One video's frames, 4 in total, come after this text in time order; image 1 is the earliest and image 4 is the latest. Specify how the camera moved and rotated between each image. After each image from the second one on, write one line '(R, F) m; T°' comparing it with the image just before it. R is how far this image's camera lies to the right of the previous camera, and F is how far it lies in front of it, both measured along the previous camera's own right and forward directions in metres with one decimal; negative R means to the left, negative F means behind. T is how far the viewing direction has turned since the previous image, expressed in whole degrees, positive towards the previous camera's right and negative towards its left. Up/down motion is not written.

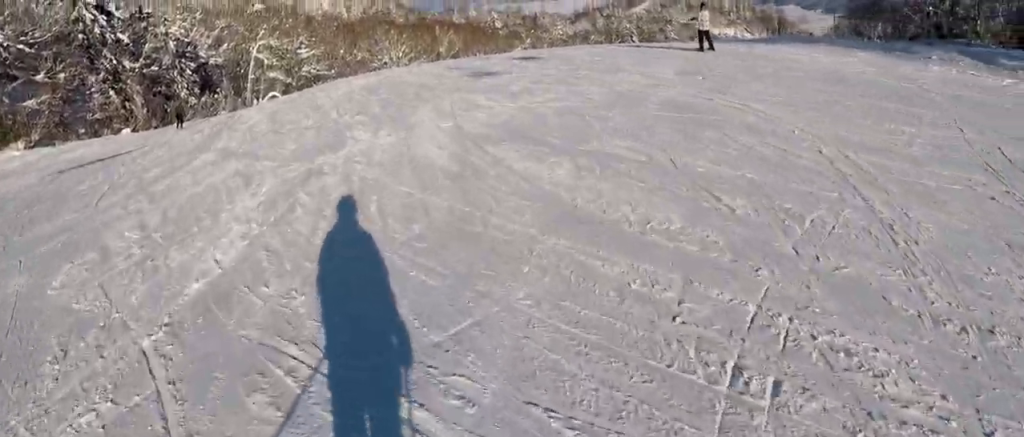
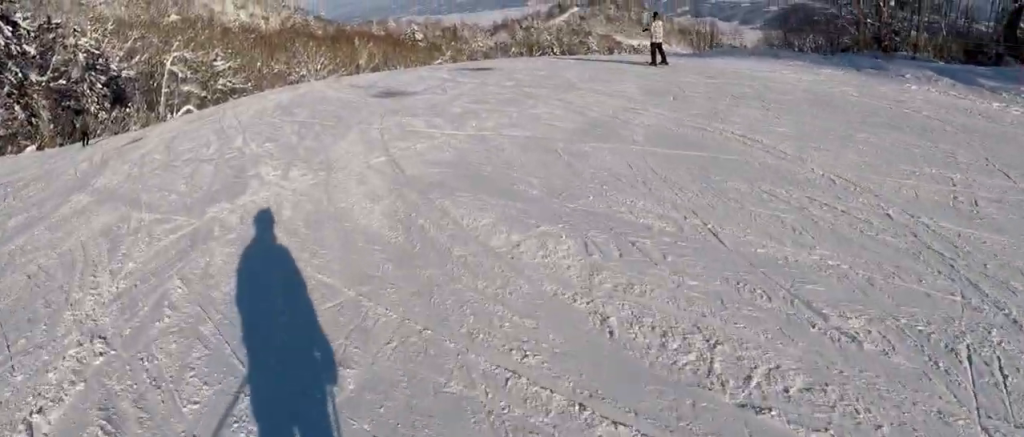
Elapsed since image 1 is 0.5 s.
(0.0, +2.3) m; 0°
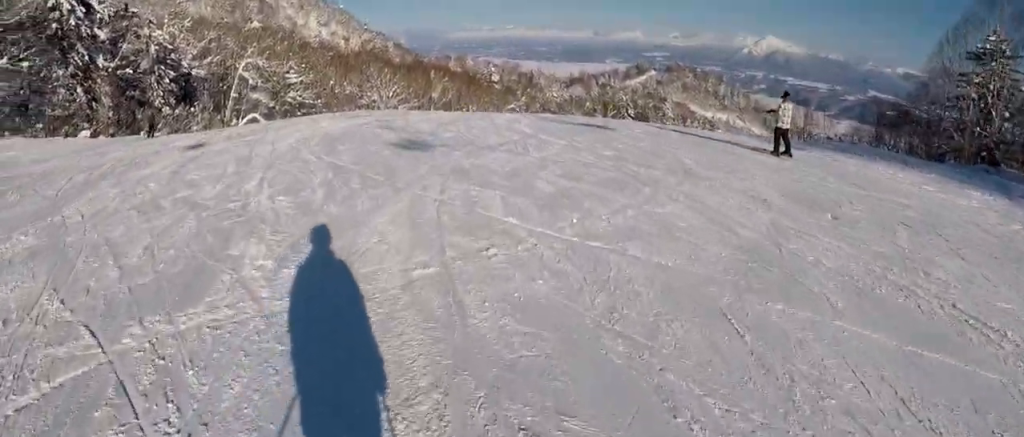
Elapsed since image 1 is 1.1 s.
(0.0, +3.1) m; -4°
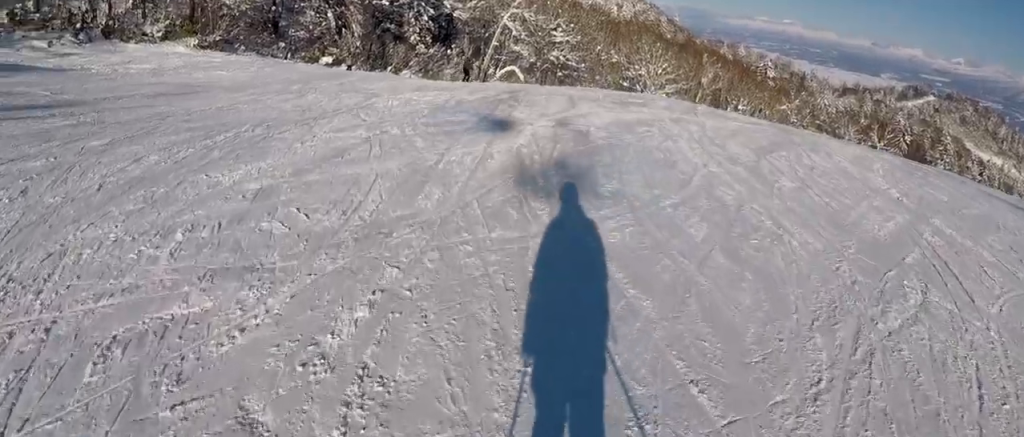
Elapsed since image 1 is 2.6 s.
(-0.9, +5.6) m; -10°
